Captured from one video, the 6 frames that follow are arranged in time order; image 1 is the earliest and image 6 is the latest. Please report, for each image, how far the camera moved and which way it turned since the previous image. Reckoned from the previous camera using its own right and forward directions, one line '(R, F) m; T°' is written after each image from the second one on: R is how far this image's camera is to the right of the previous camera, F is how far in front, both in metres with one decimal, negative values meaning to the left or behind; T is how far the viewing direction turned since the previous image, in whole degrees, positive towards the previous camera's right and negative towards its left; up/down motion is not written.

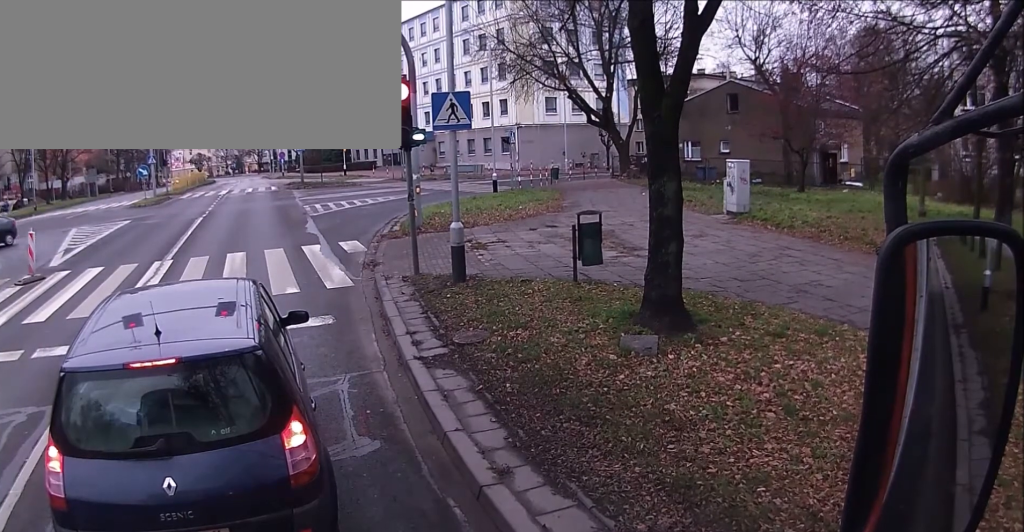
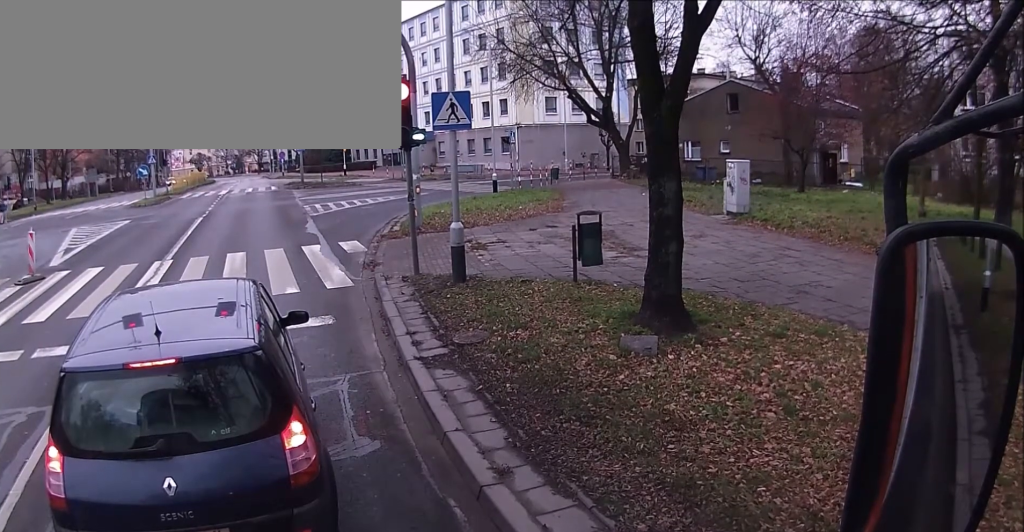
(0.0, 0.0) m; 0°
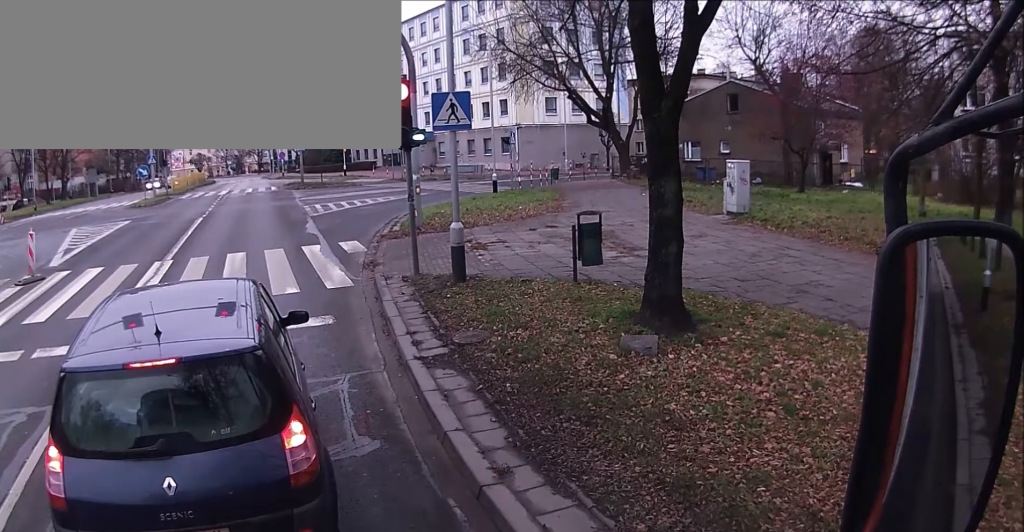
(0.0, 0.0) m; 0°
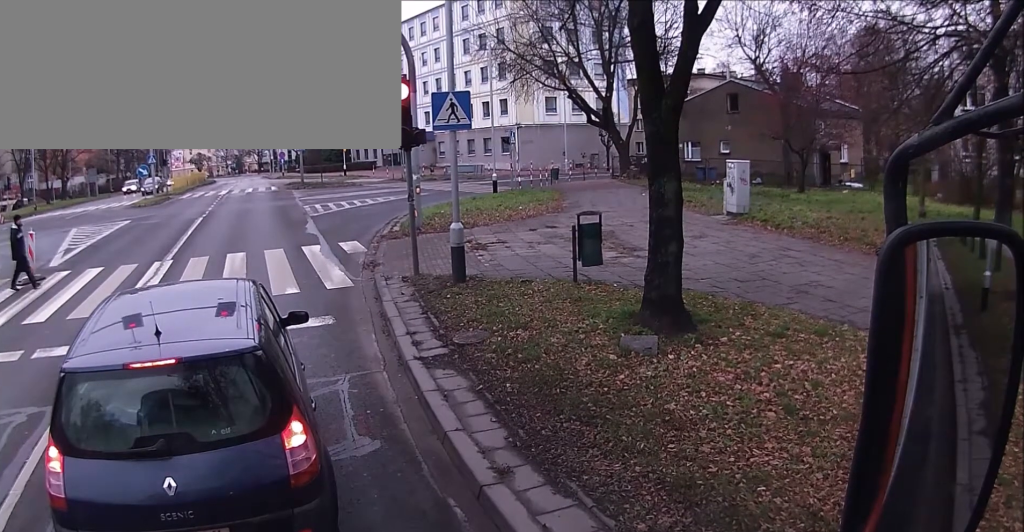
(0.0, 0.0) m; 0°
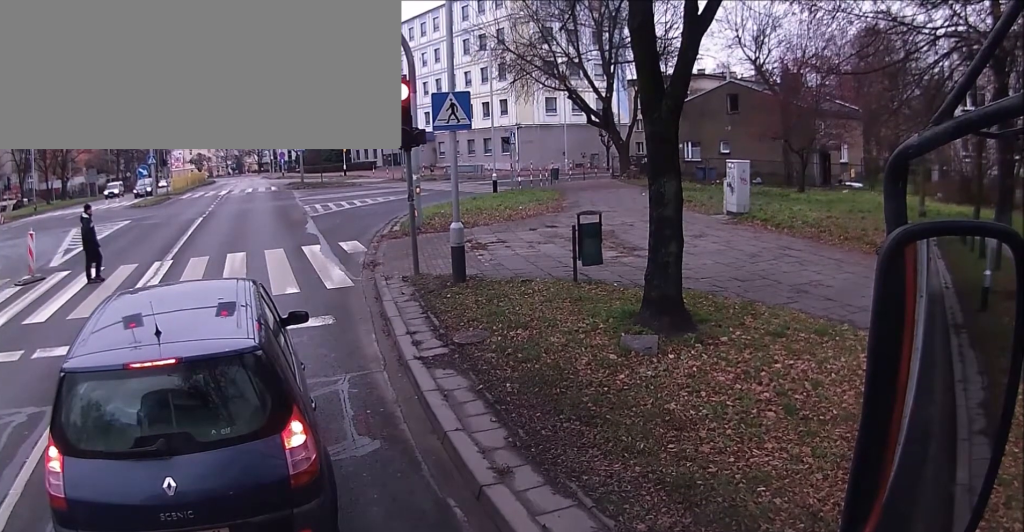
(0.0, 0.0) m; 0°
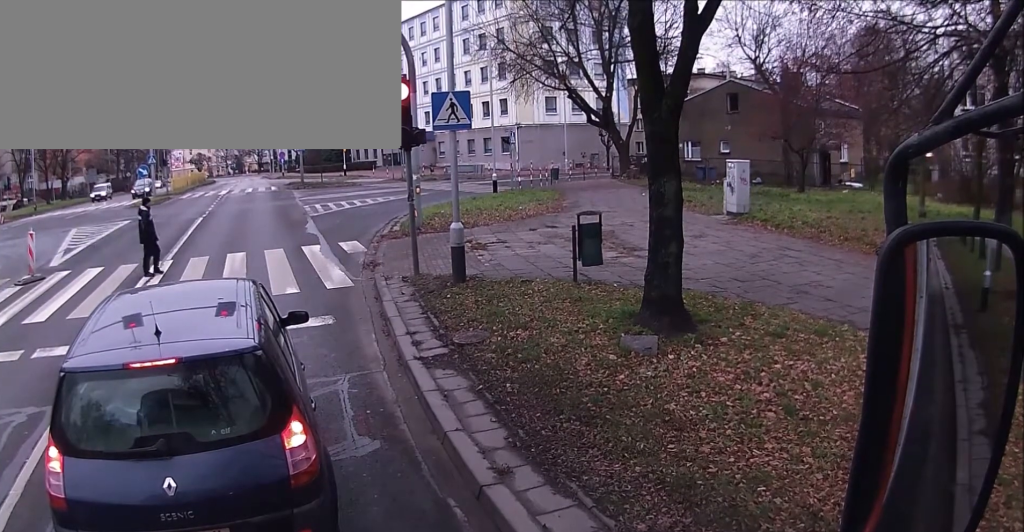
(0.0, 0.0) m; 0°
